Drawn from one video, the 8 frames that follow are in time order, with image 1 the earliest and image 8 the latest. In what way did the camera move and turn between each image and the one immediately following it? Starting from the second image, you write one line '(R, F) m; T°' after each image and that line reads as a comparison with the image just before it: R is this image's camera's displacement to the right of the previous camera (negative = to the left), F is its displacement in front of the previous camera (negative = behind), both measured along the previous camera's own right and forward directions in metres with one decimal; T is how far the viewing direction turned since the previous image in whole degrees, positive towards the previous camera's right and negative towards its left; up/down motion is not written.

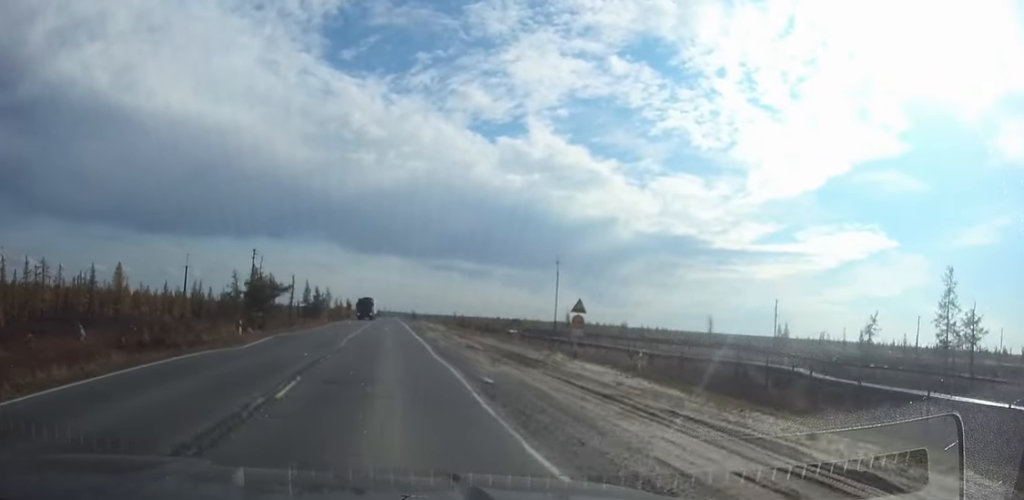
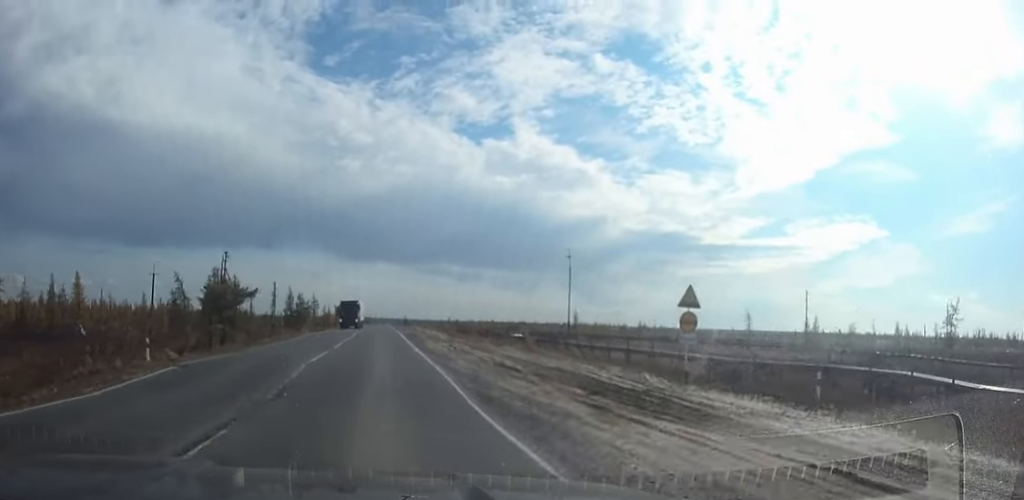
(0.0, +14.1) m; 0°
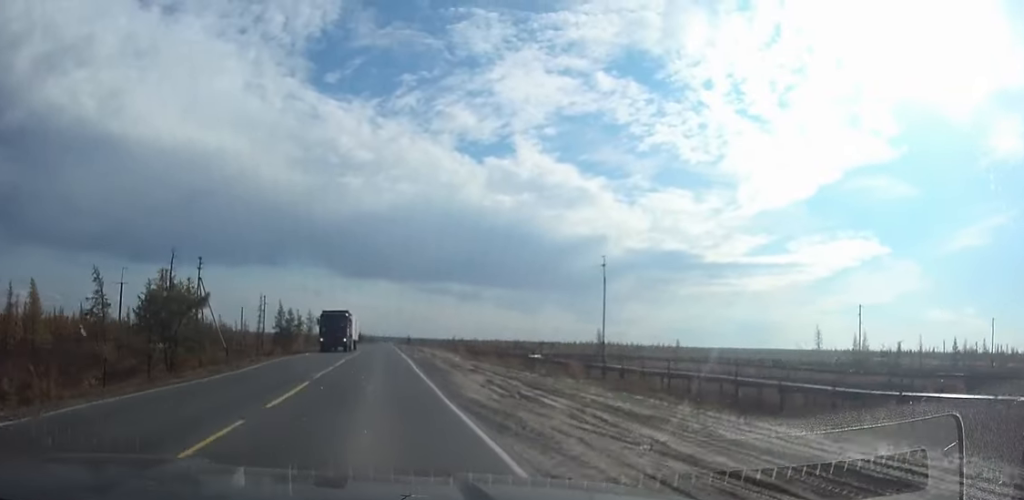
(0.0, +15.3) m; 0°
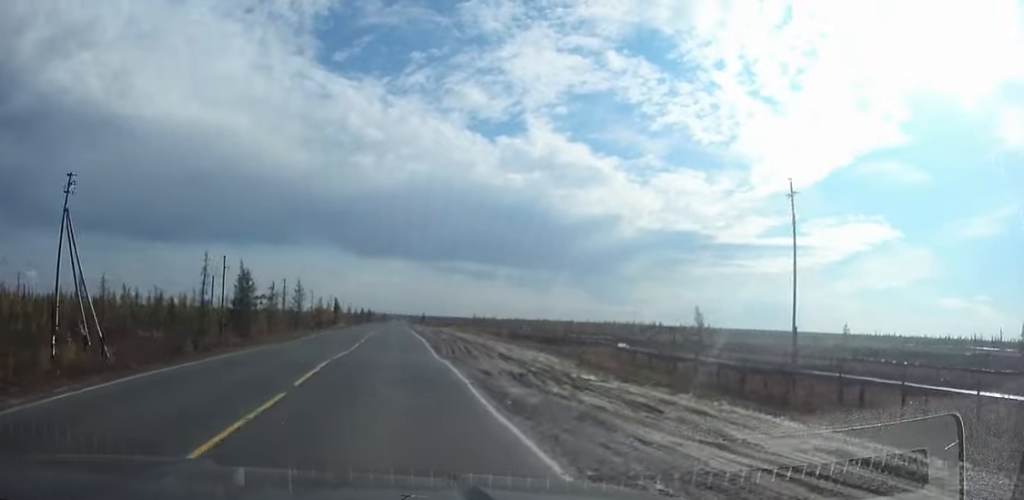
(-0.2, +40.5) m; 0°
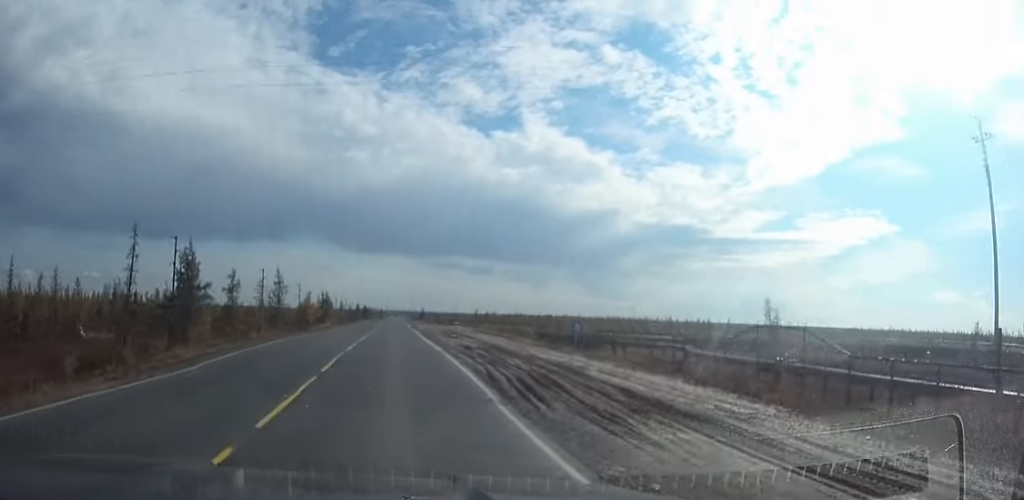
(+0.1, +21.1) m; 0°
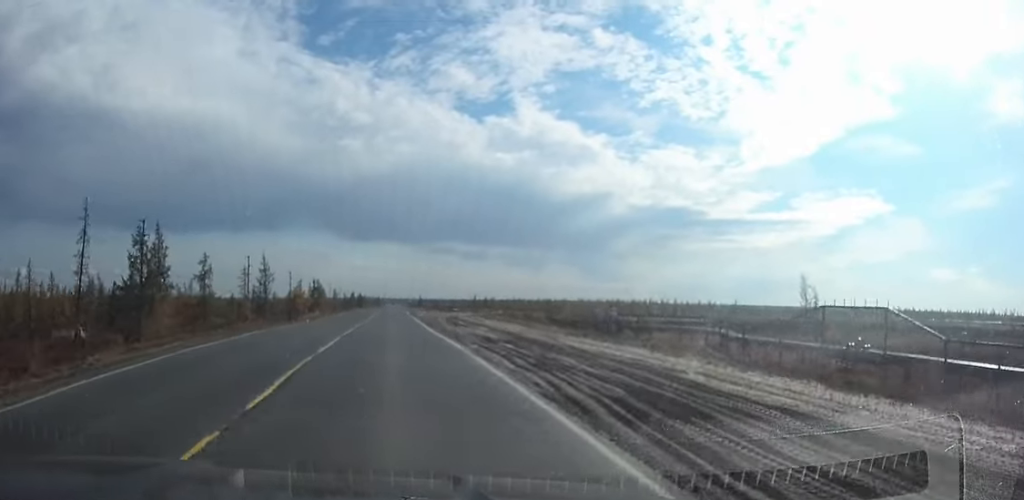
(0.0, +8.6) m; 0°
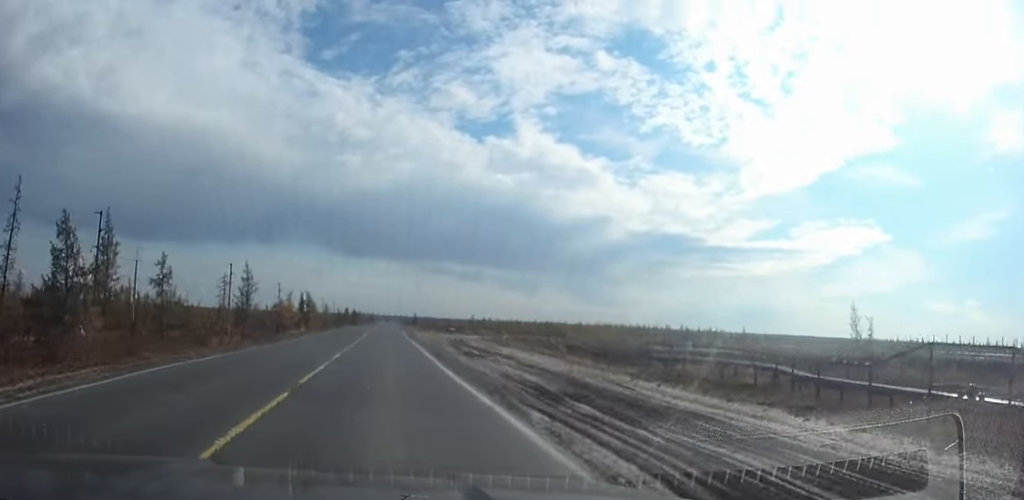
(0.0, +10.1) m; 0°
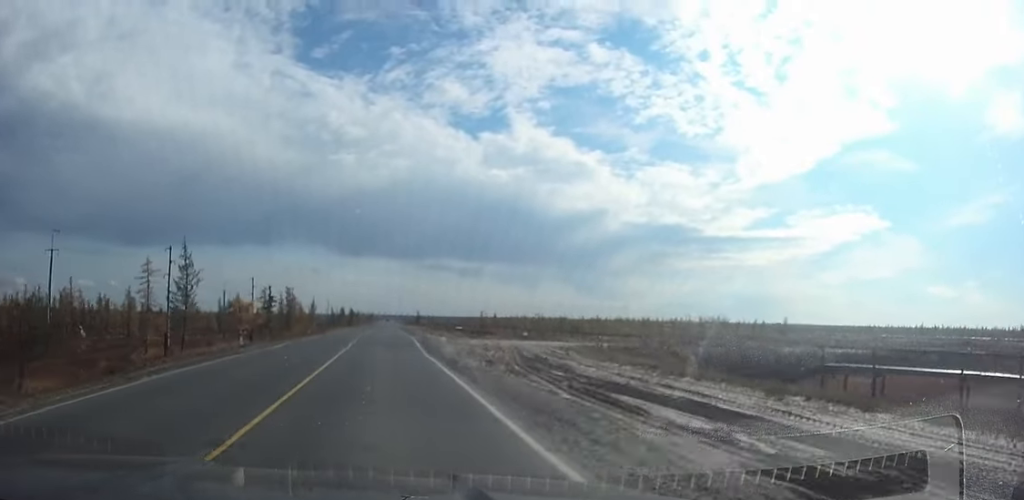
(0.0, +29.0) m; 0°
